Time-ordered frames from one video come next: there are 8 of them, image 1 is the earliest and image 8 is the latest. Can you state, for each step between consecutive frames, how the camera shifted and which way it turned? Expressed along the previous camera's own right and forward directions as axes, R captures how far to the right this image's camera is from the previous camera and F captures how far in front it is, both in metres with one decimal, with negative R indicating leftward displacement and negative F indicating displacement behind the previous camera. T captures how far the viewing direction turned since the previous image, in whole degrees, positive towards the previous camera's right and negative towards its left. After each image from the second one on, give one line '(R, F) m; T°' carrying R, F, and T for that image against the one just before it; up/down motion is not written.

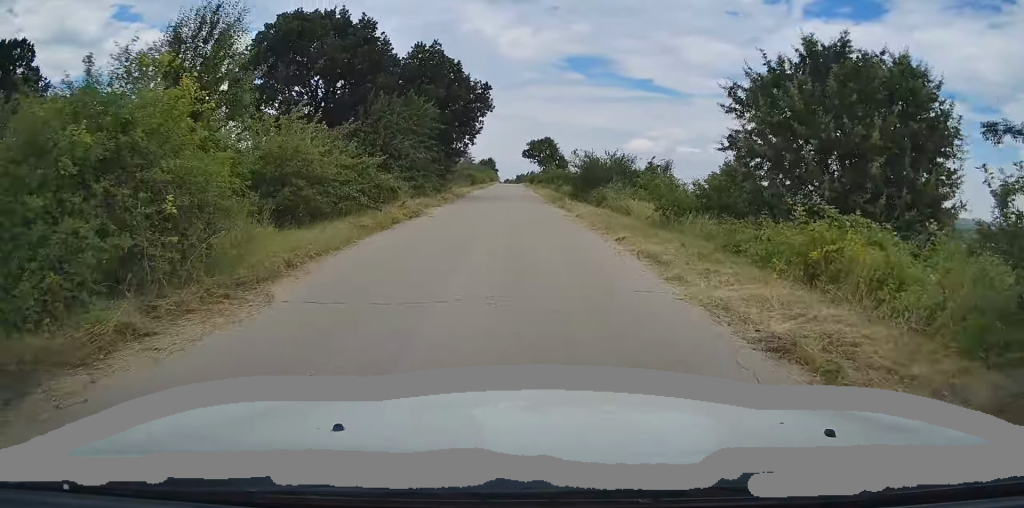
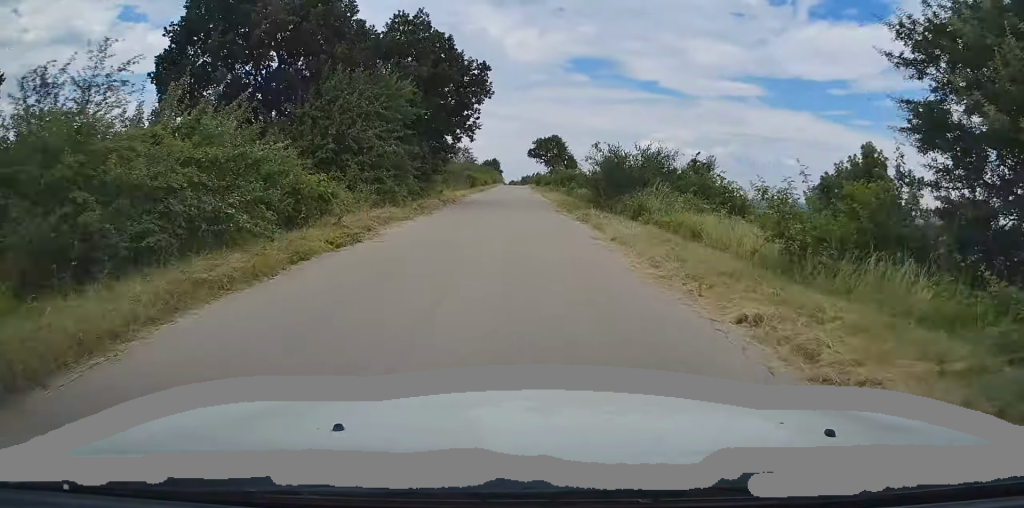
(-0.1, +7.4) m; 0°
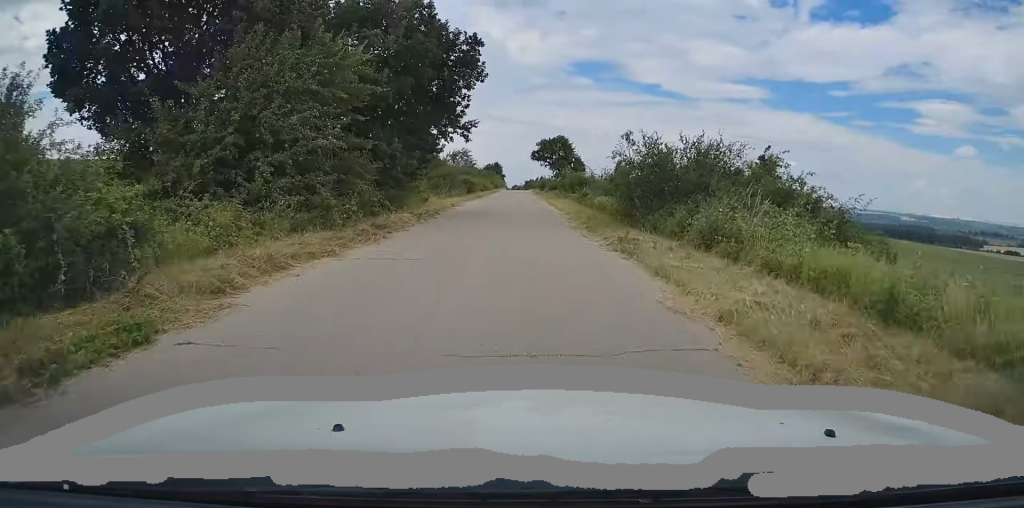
(-0.1, +6.9) m; 0°
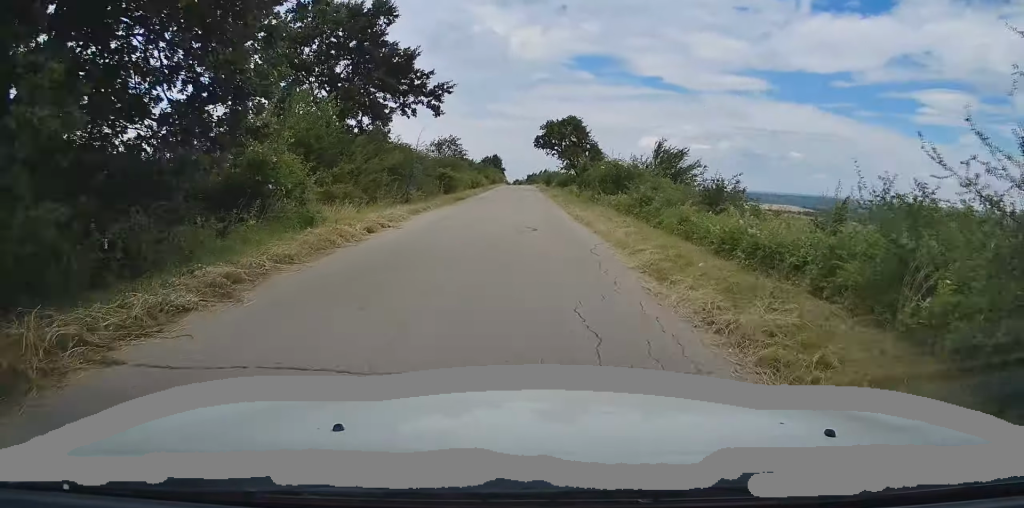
(0.0, +17.0) m; 0°
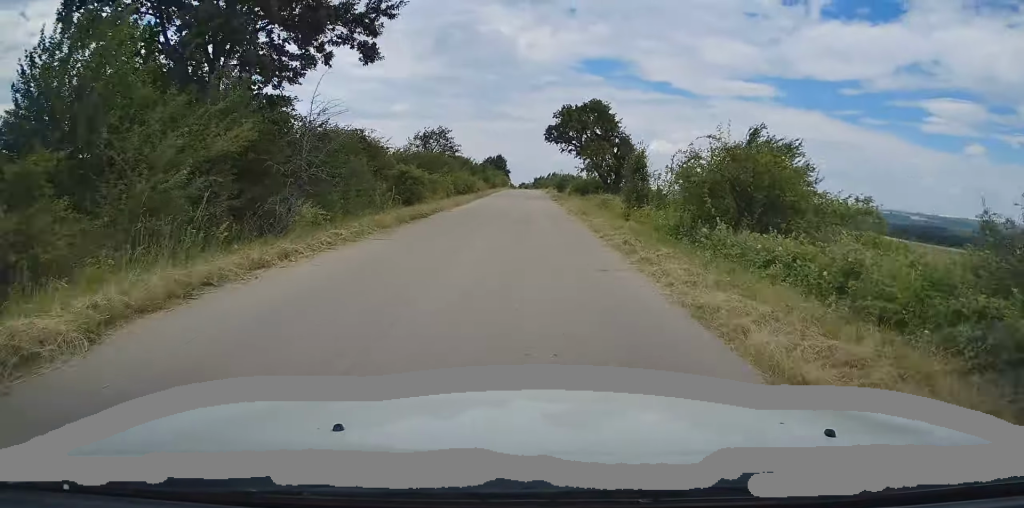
(-0.1, +15.4) m; 0°
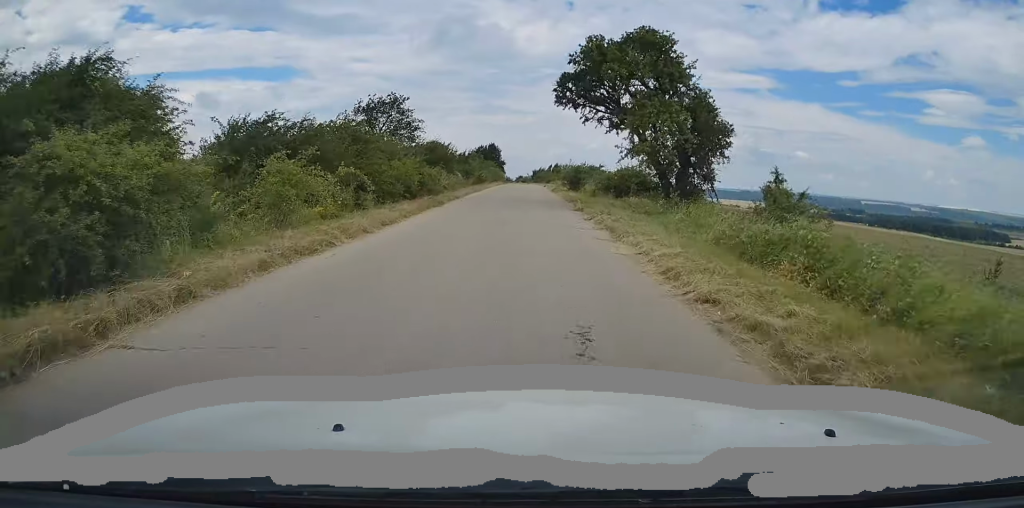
(0.0, +20.9) m; 0°
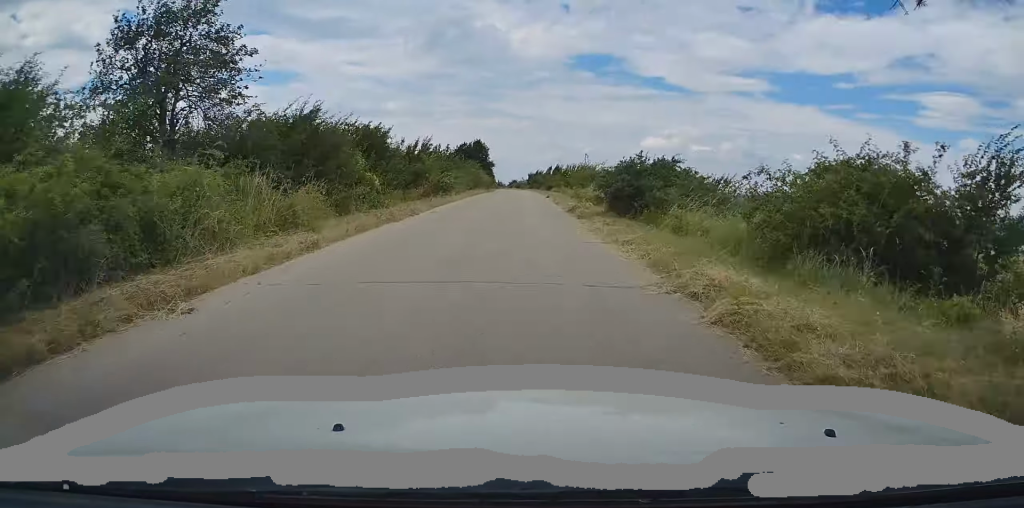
(+0.1, +24.6) m; 0°
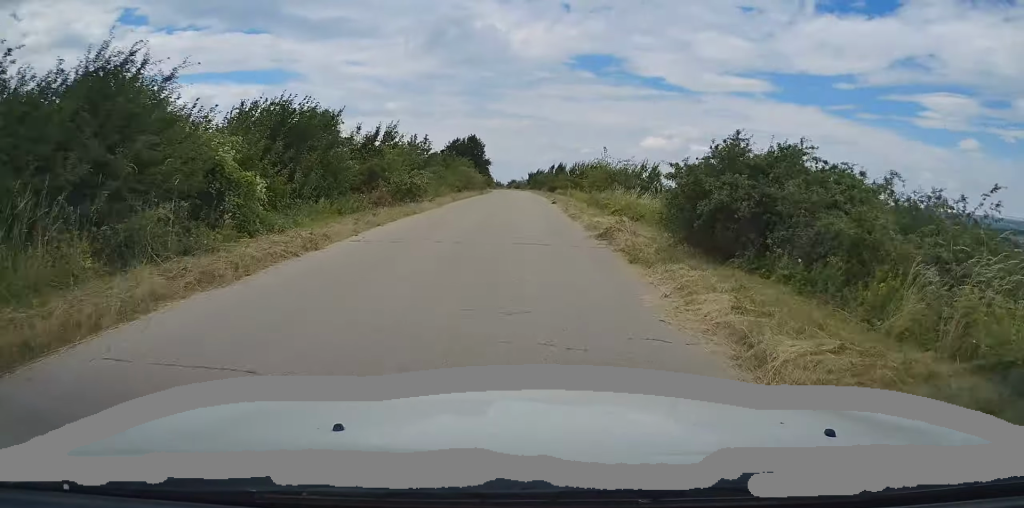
(+0.1, +9.9) m; 0°
